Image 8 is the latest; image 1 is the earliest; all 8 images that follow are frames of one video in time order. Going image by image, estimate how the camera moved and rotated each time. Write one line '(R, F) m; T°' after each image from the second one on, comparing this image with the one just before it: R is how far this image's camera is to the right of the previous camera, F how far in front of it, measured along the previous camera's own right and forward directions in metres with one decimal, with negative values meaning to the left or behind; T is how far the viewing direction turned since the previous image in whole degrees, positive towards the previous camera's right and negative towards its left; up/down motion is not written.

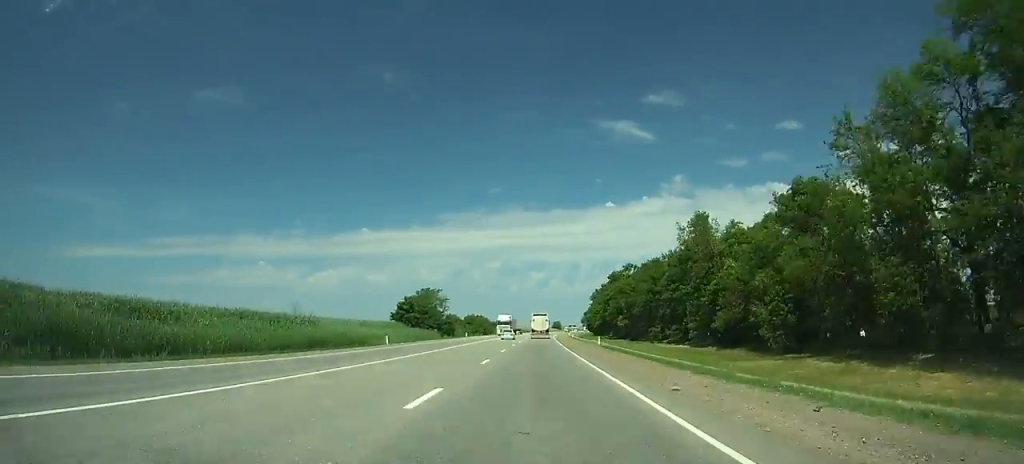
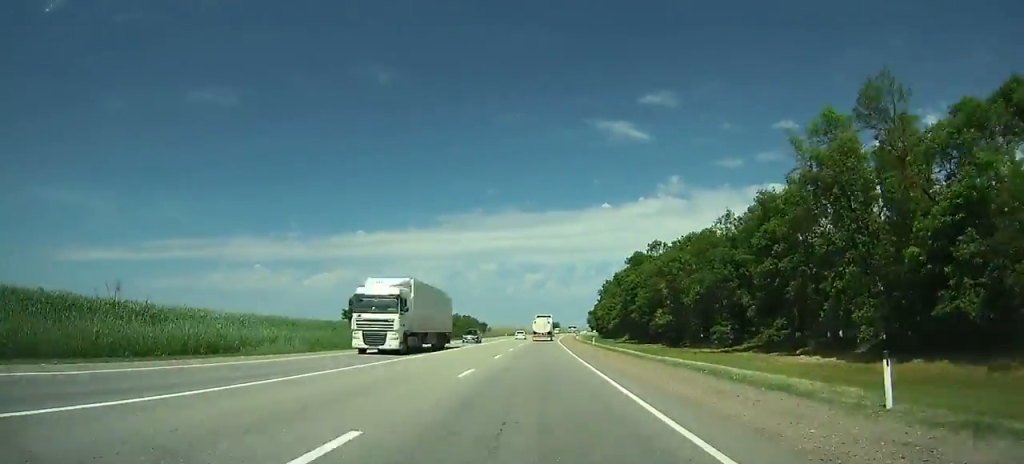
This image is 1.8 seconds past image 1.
(-0.1, +43.1) m; 0°
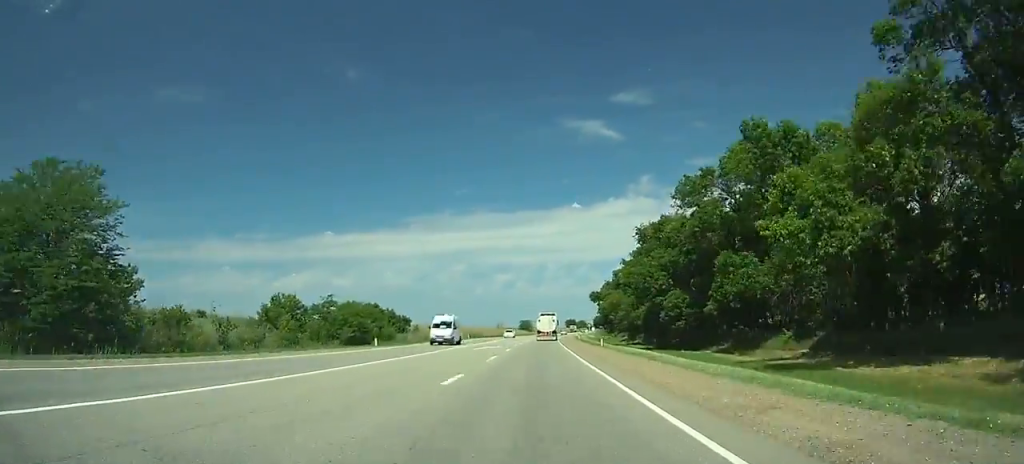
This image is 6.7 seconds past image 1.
(+2.5, +111.4) m; +3°
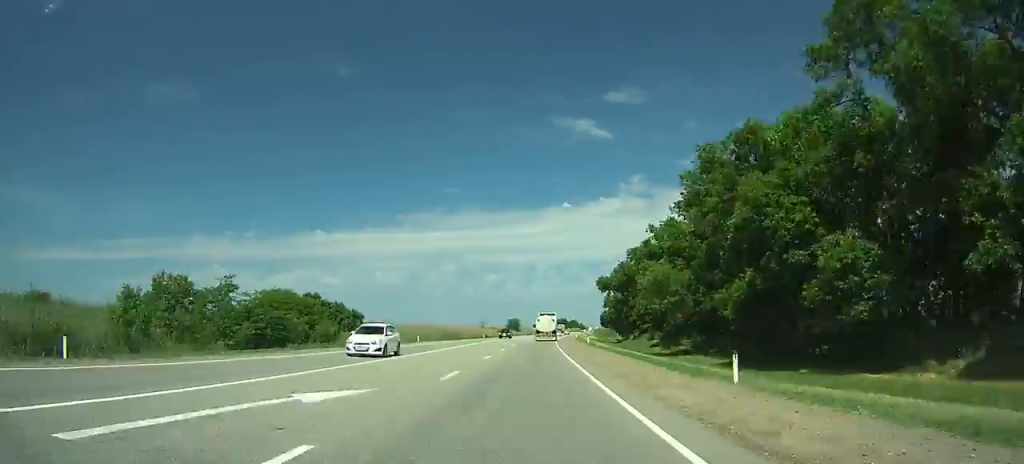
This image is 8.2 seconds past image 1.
(+0.2, +32.5) m; +1°
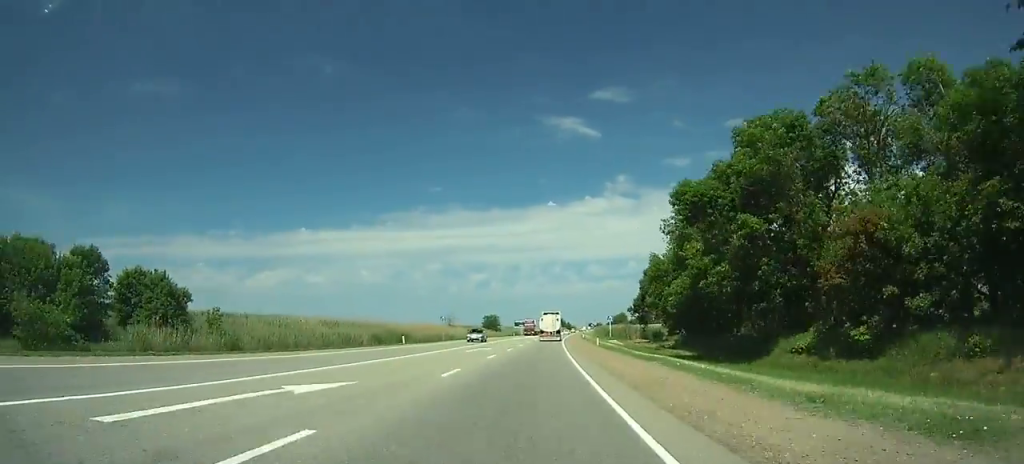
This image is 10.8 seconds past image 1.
(+0.6, +55.9) m; +2°
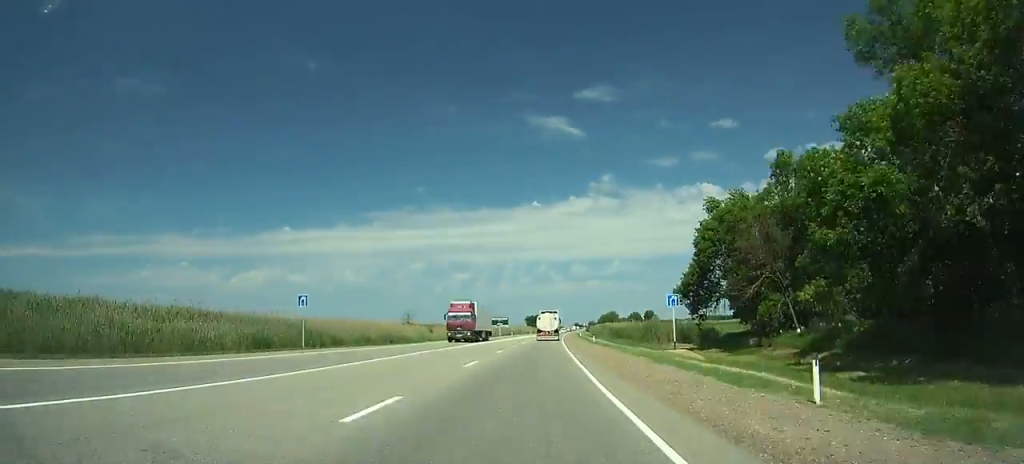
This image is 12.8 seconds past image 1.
(+0.6, +43.1) m; +1°
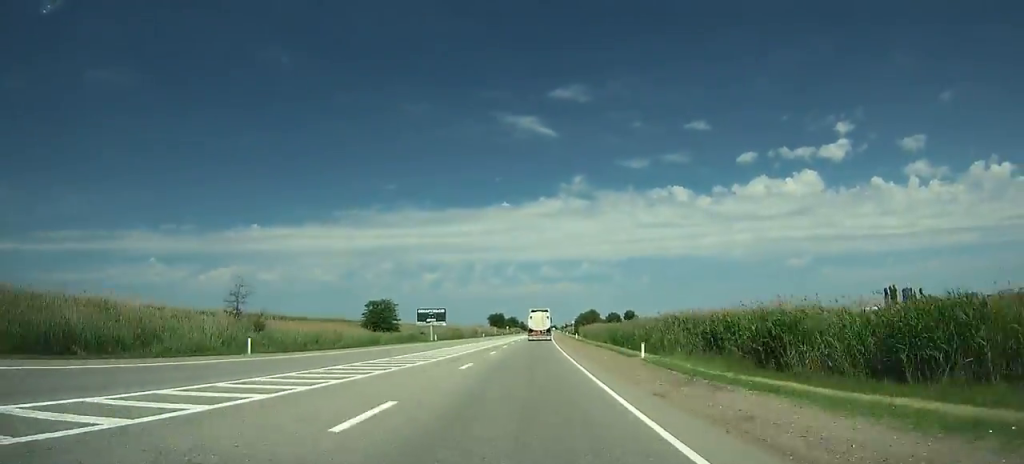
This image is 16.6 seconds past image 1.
(+1.7, +82.0) m; +3°
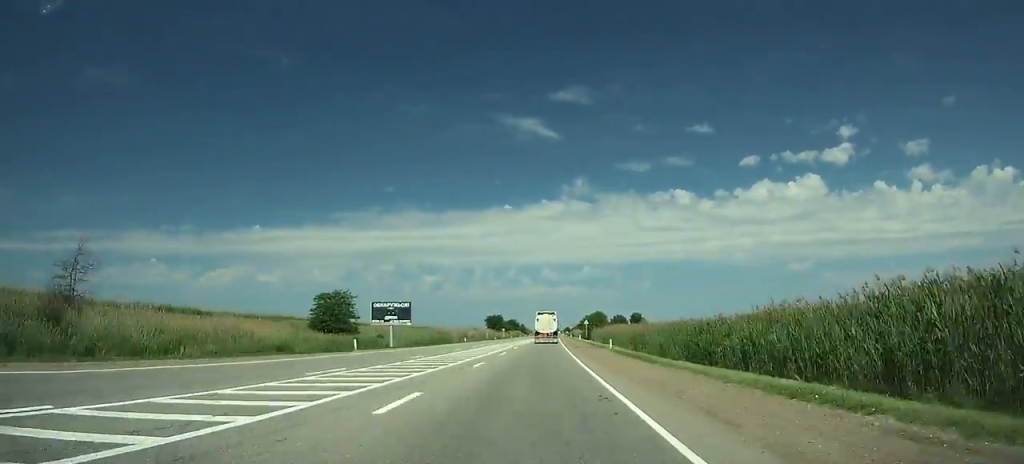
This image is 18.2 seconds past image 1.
(+0.7, +34.5) m; +1°
